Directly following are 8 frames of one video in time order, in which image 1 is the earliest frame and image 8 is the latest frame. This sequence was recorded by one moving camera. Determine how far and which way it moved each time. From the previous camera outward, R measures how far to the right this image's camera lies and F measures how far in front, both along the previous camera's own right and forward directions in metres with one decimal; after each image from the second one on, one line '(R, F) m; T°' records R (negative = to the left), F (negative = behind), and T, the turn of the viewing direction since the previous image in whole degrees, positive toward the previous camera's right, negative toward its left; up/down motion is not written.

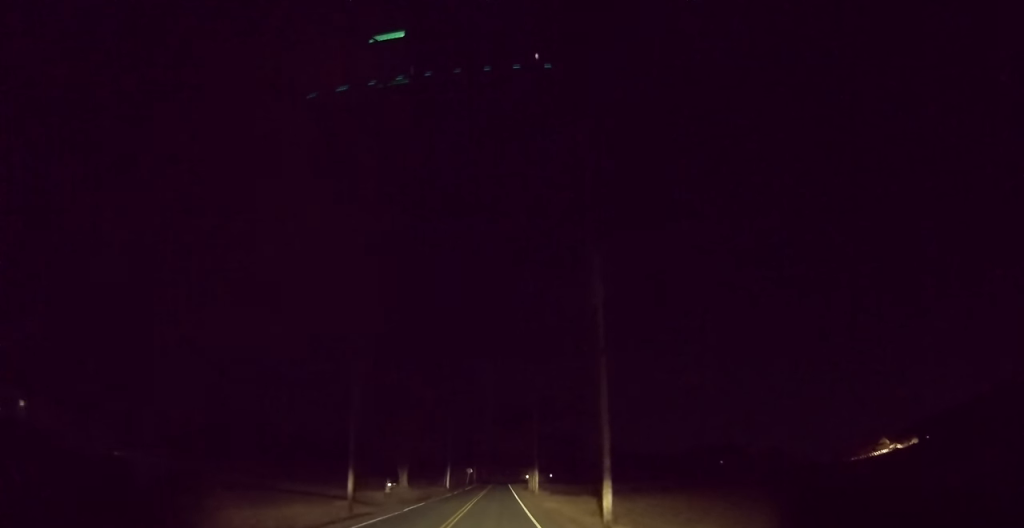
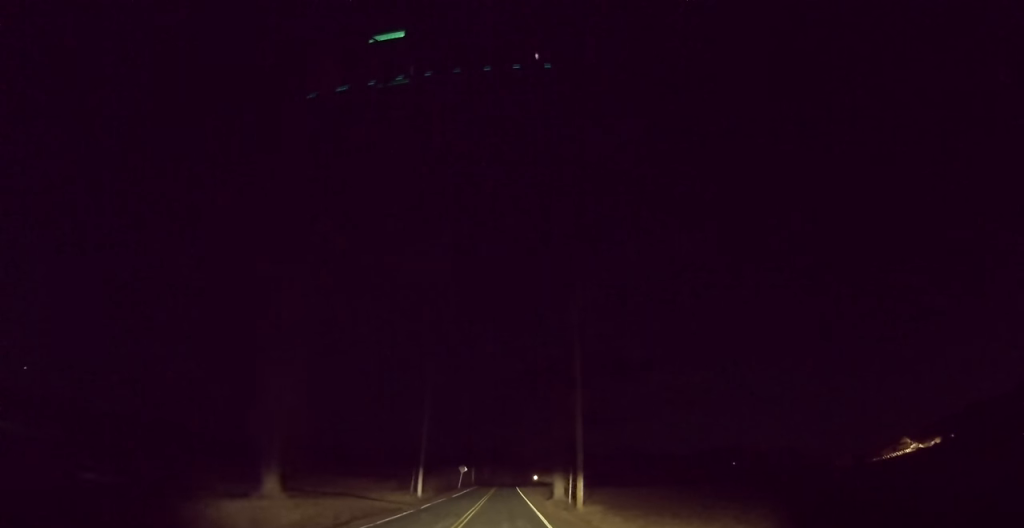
(-0.3, +27.6) m; -1°
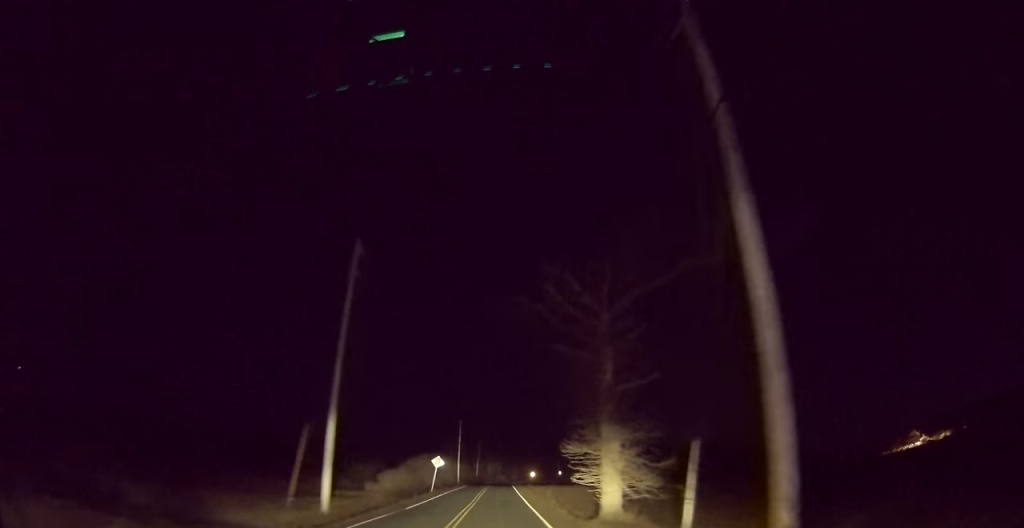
(+0.2, +21.6) m; +1°
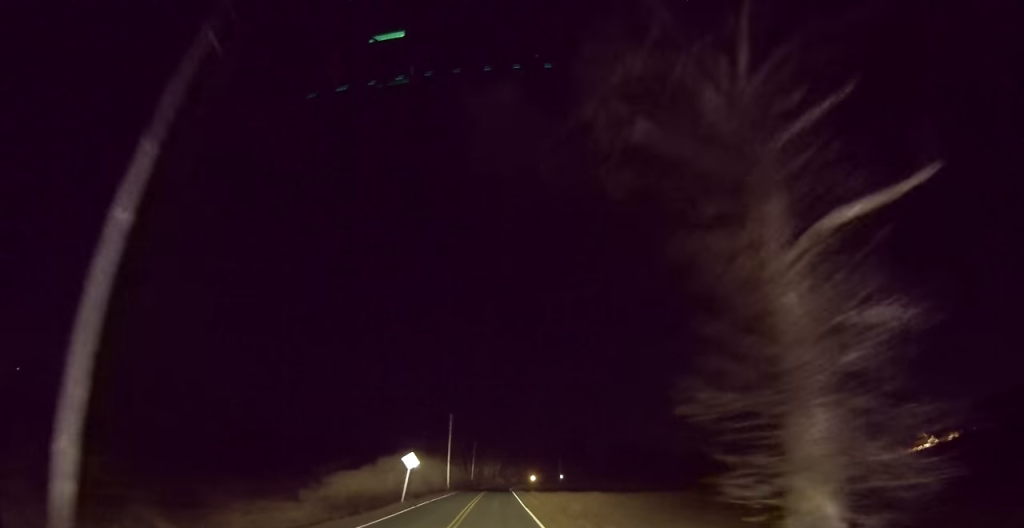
(+0.1, +13.7) m; +1°
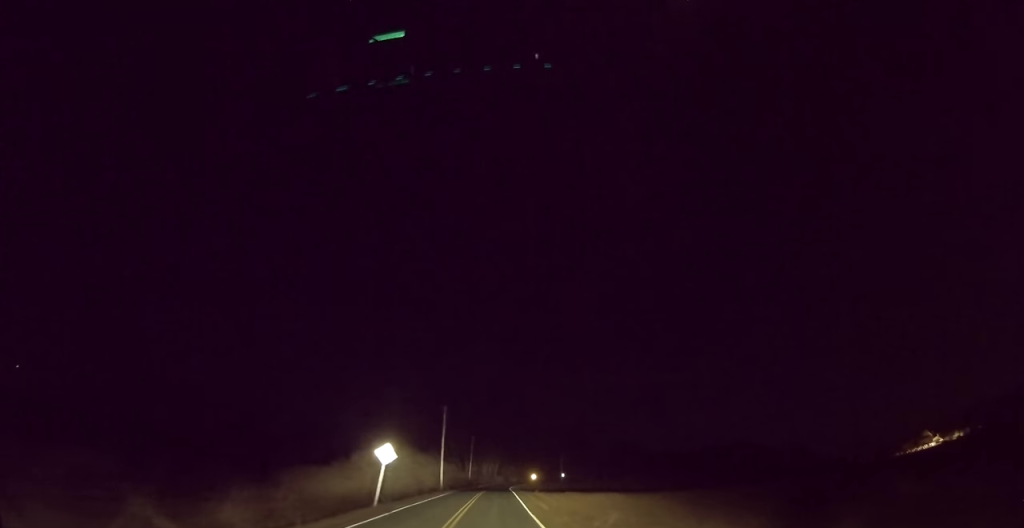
(-0.1, +7.5) m; 0°
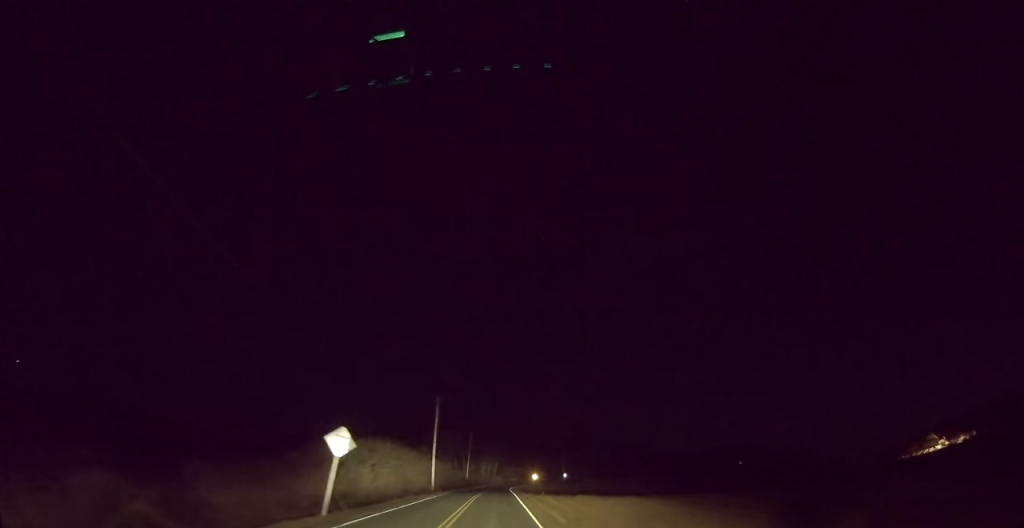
(+0.1, +8.1) m; 0°
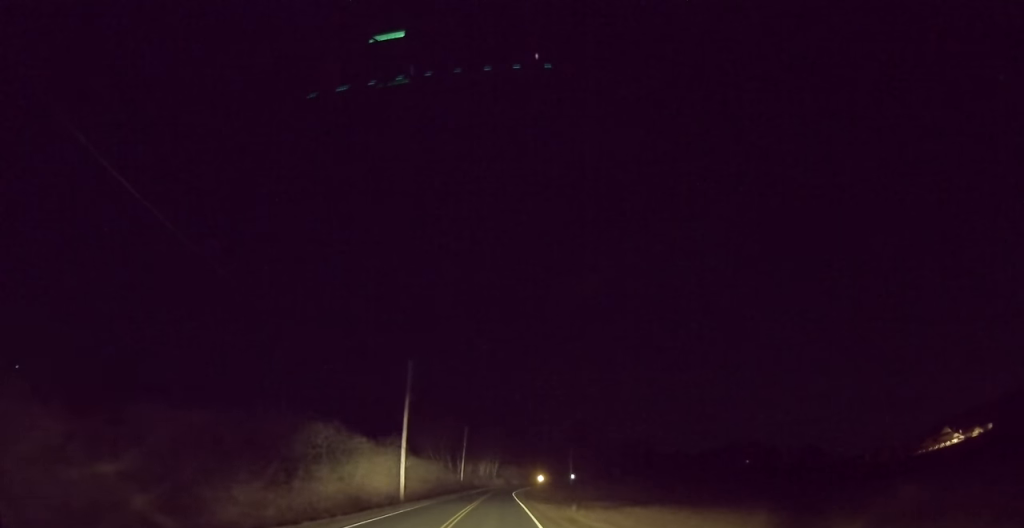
(-0.1, +19.2) m; -1°
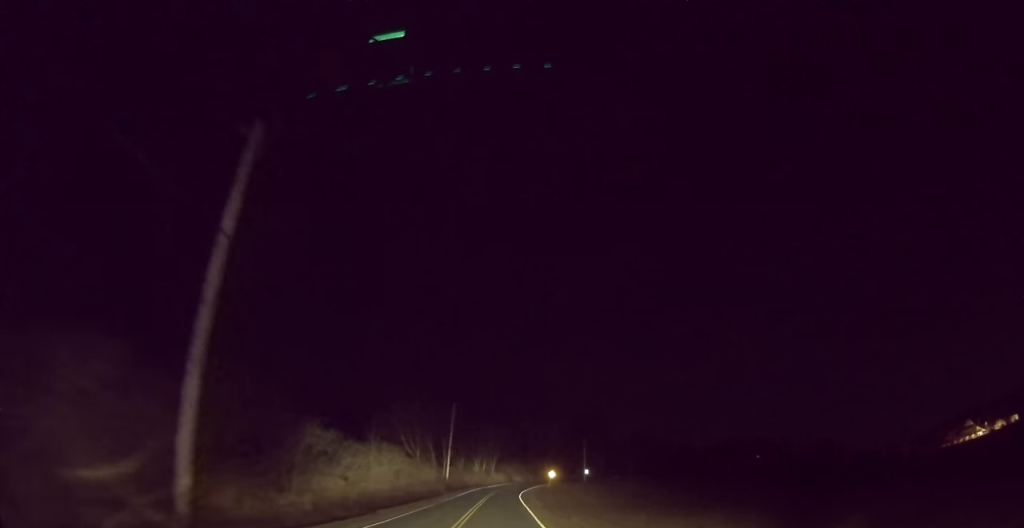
(+0.2, +28.5) m; +1°
